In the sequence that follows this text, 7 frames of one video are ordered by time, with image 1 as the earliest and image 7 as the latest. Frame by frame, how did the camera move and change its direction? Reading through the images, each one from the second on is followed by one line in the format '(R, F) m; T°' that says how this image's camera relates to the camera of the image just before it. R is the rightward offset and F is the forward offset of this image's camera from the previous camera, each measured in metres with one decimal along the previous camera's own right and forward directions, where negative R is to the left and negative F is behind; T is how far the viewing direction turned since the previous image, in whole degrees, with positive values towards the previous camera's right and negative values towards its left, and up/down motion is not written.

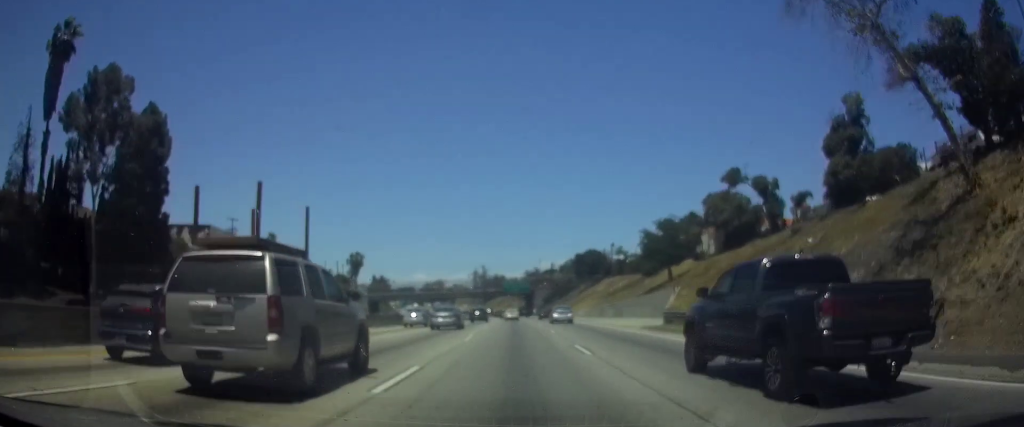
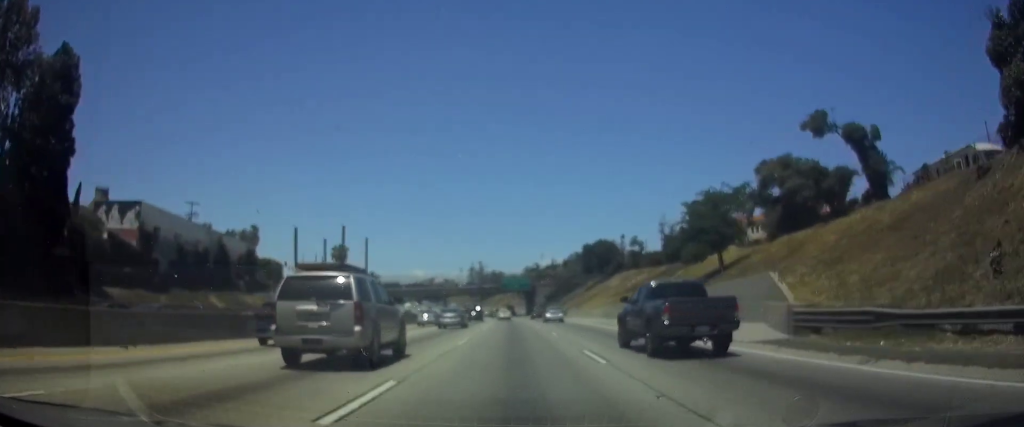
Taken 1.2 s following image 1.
(0.0, +16.9) m; 0°
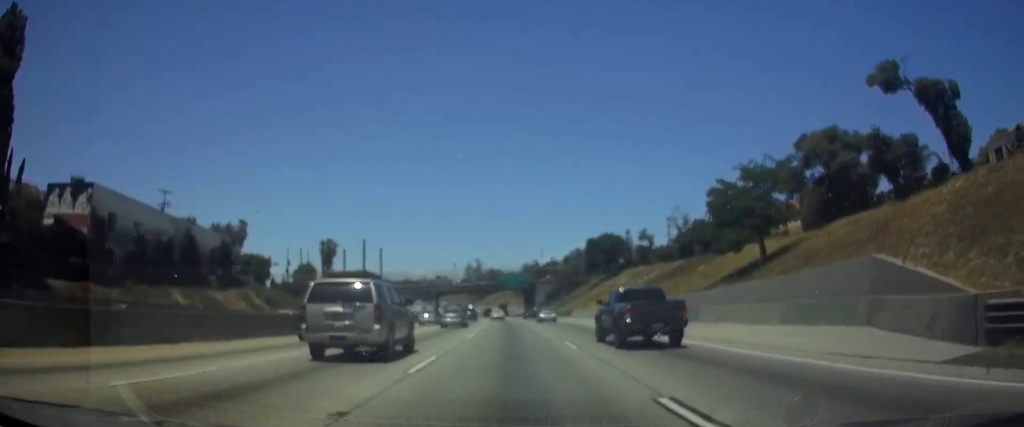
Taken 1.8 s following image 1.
(0.0, +9.1) m; 0°
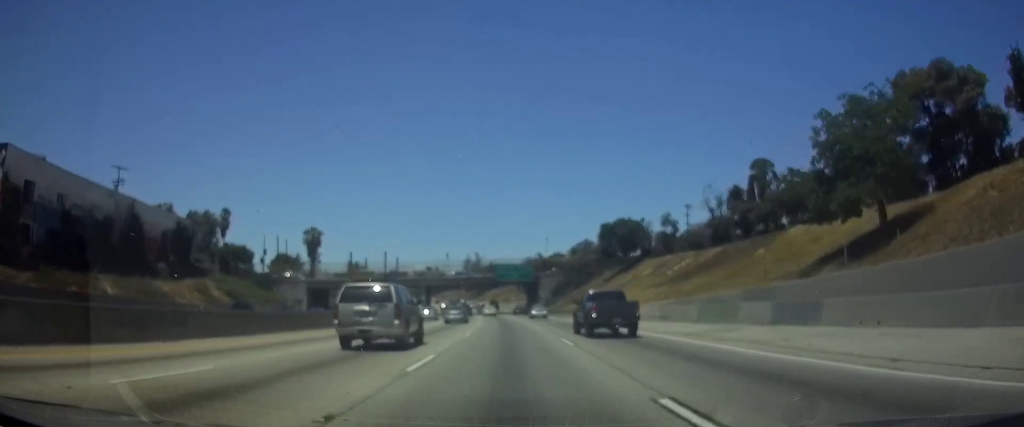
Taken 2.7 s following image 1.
(+0.1, +14.7) m; 0°
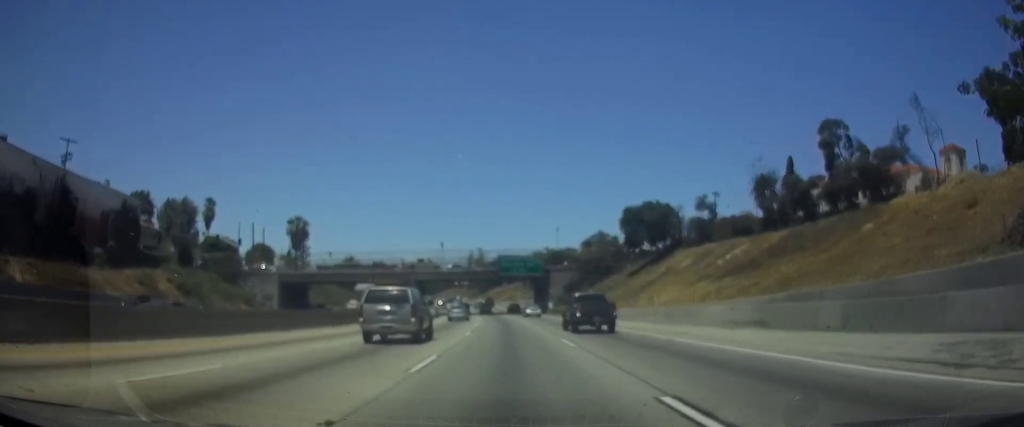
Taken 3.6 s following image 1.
(0.0, +14.8) m; -1°
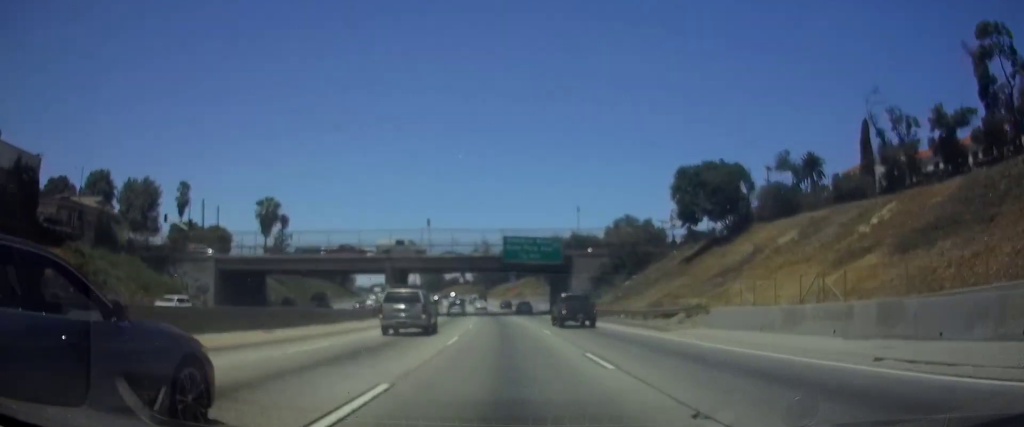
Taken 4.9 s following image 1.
(-0.3, +21.7) m; -1°
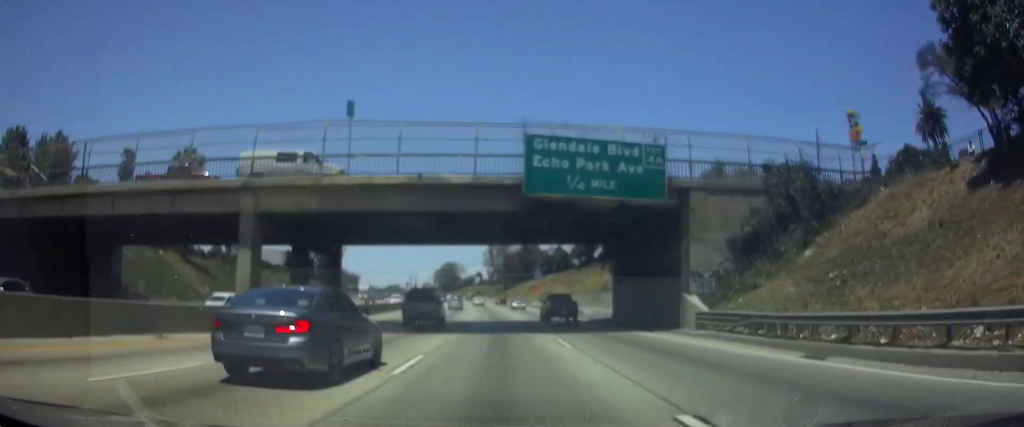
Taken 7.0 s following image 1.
(-0.9, +37.9) m; -2°
